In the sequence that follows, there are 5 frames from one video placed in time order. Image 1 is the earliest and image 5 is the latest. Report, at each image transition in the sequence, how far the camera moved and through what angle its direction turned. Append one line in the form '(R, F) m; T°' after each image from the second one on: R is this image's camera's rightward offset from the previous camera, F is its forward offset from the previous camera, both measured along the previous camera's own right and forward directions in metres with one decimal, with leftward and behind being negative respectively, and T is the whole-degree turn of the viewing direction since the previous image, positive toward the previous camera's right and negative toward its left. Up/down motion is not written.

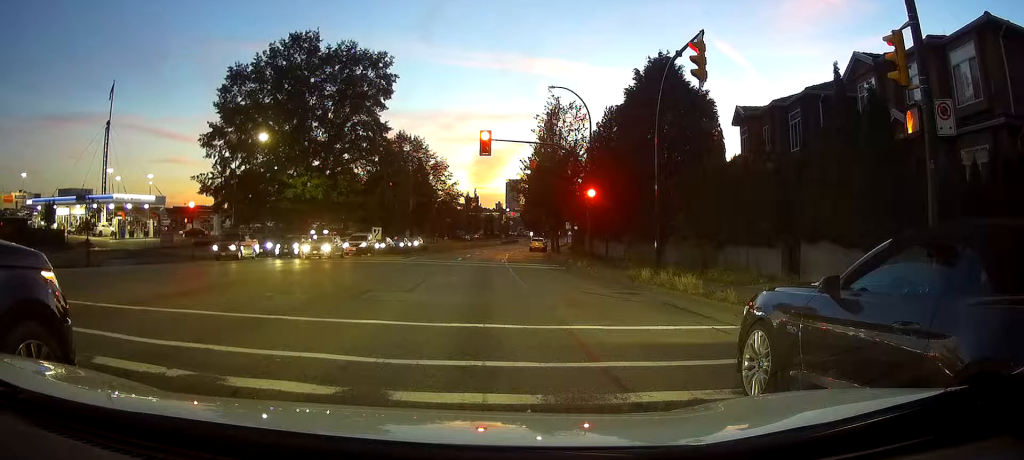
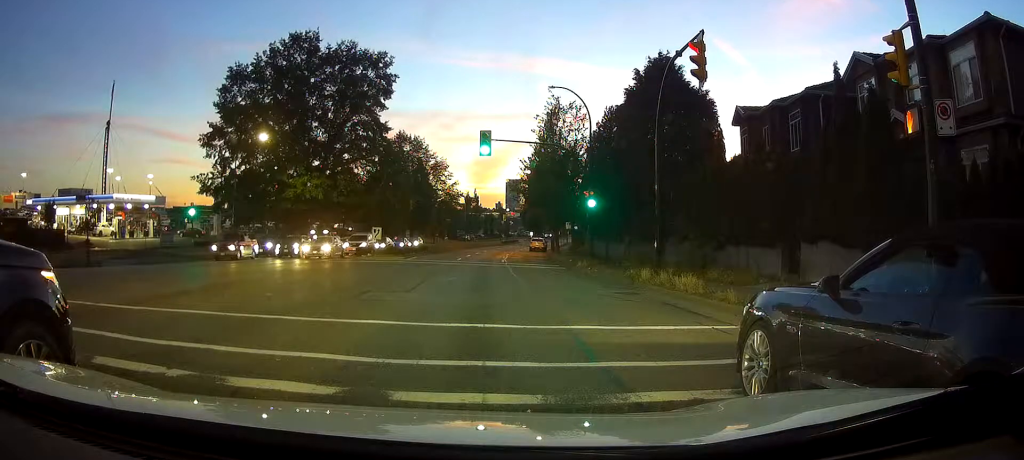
(0.0, 0.0) m; 0°
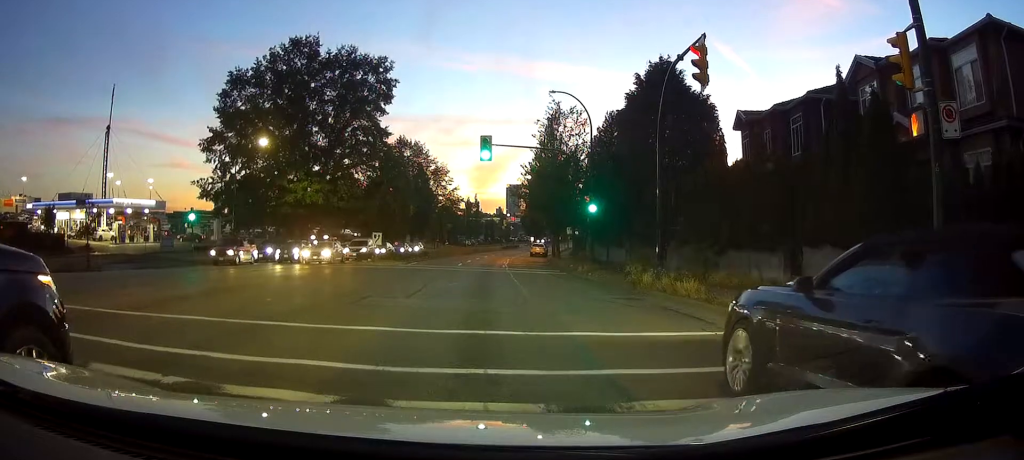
(0.0, +0.2) m; 0°
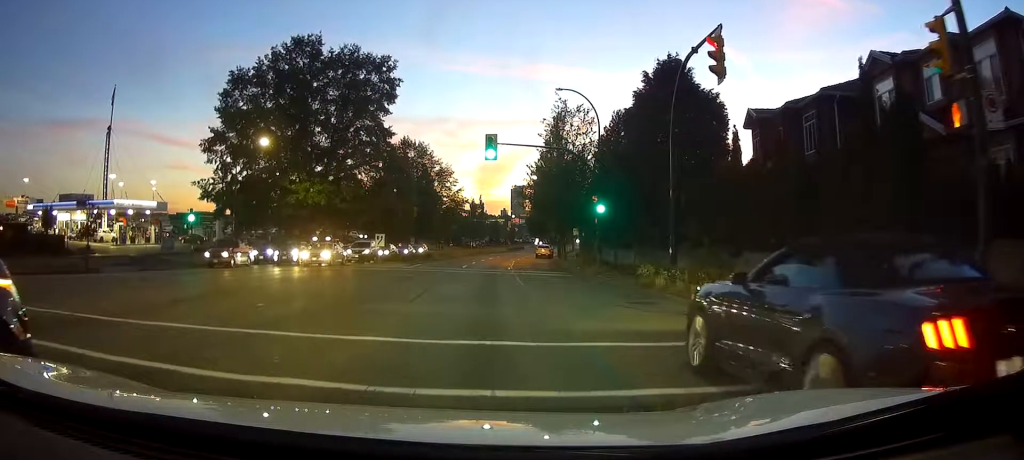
(0.0, +1.0) m; -2°
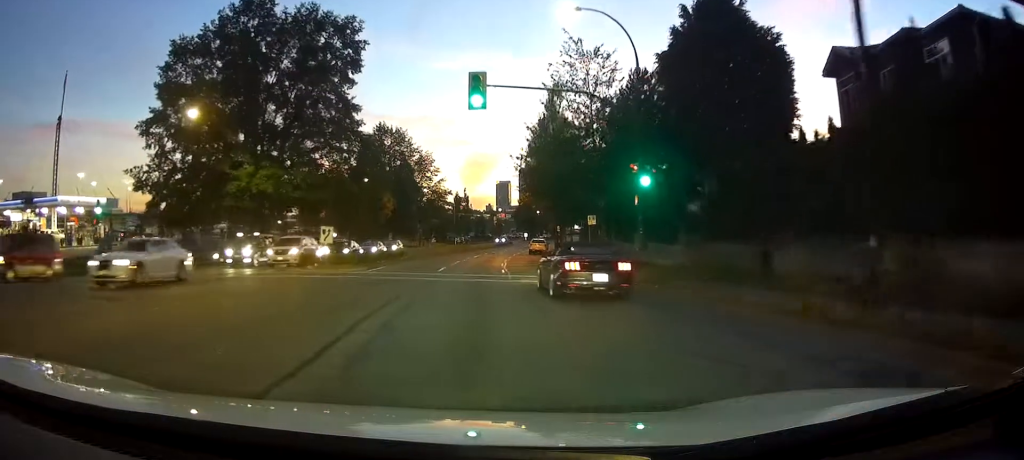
(0.0, +10.9) m; +2°
